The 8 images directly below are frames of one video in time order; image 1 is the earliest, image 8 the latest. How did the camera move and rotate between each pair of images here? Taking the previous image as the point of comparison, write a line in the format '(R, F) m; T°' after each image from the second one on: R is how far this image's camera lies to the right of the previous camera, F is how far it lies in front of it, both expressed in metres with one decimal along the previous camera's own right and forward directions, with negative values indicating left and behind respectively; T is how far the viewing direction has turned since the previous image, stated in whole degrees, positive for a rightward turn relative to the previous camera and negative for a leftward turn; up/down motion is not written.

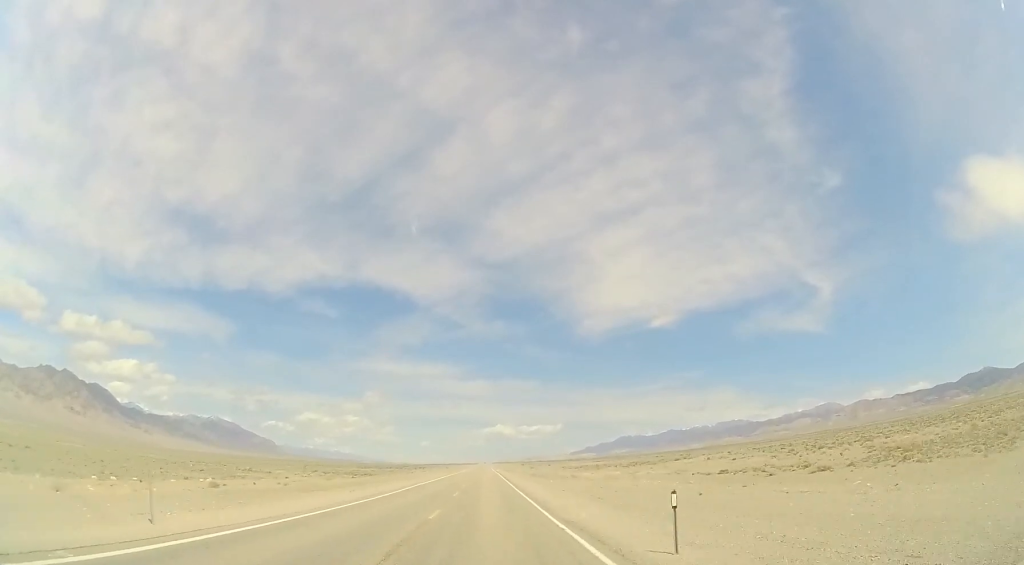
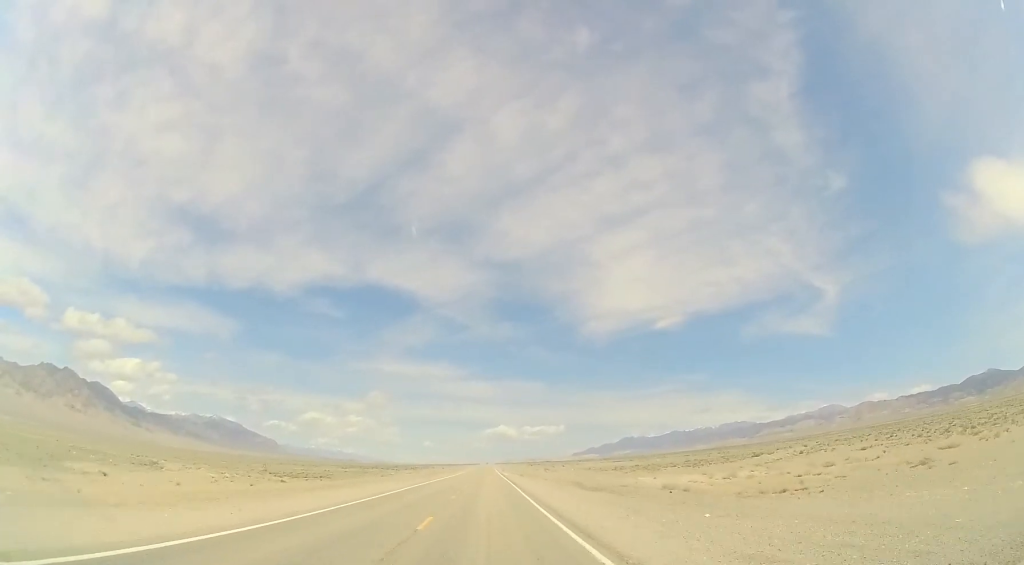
(-0.3, +39.6) m; -1°
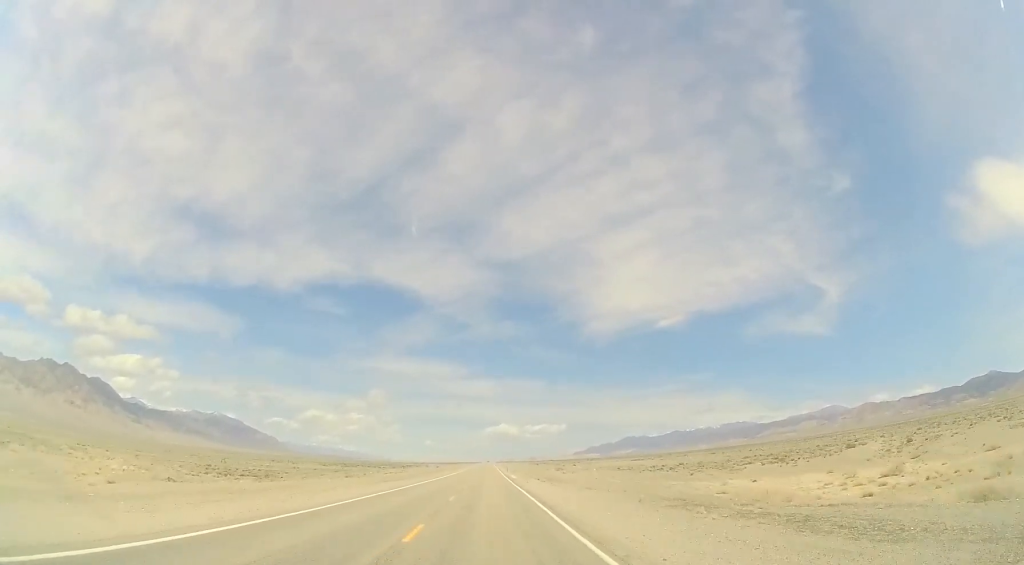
(-0.1, +27.2) m; 0°
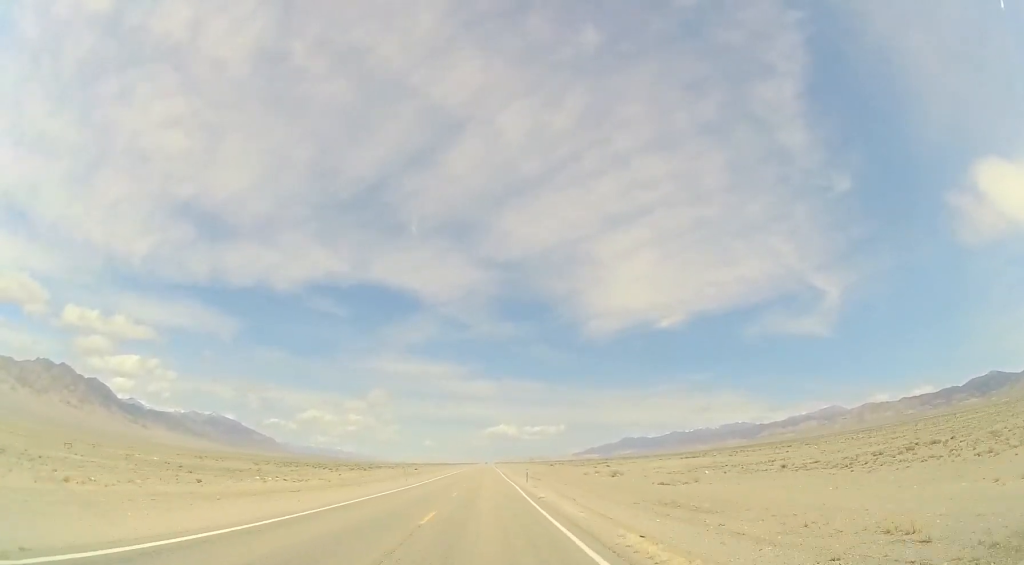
(-0.4, +57.7) m; -1°
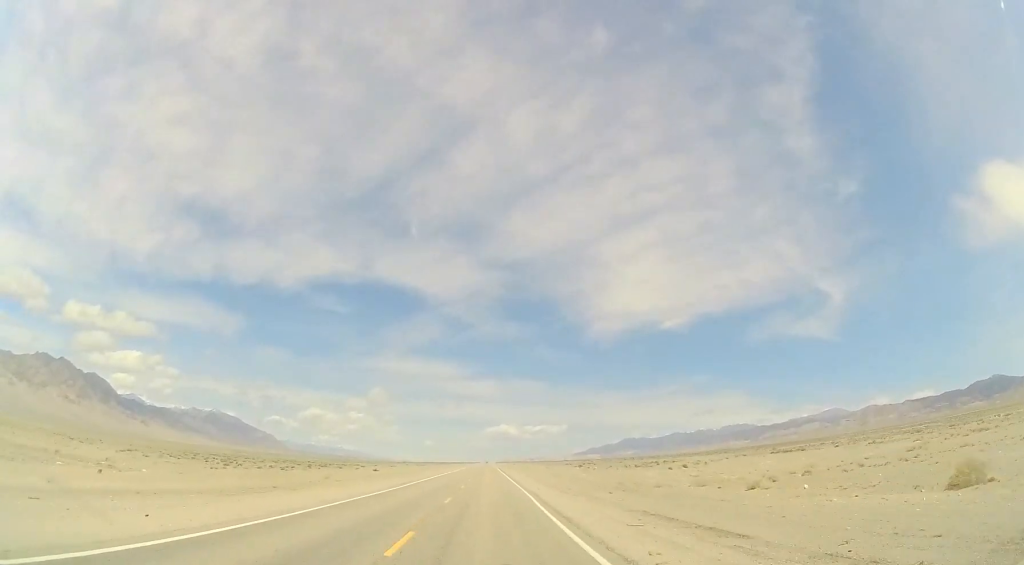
(+0.2, +54.5) m; +1°
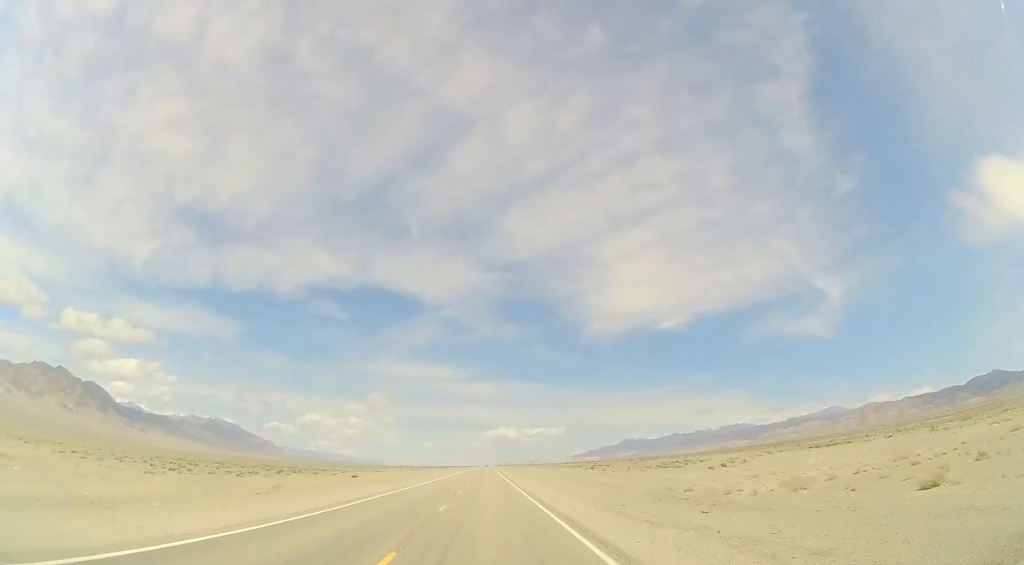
(0.0, +14.8) m; 0°
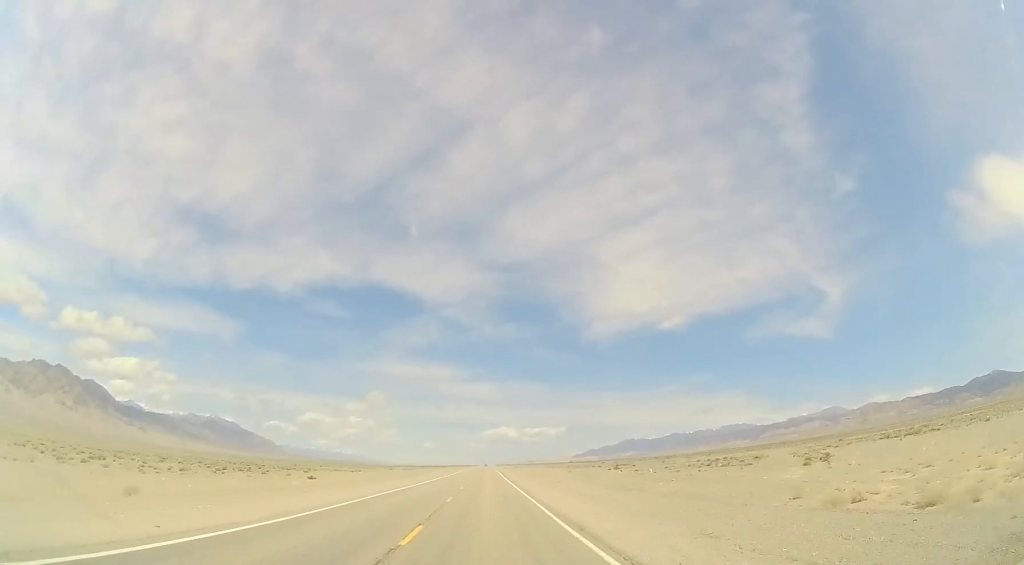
(0.0, +20.5) m; 0°
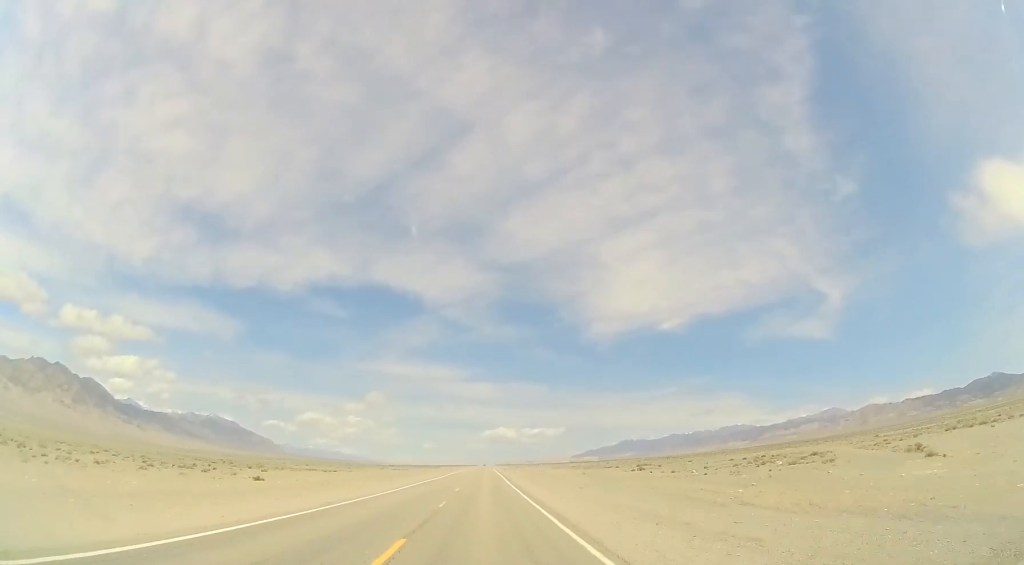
(0.0, +14.8) m; 0°
